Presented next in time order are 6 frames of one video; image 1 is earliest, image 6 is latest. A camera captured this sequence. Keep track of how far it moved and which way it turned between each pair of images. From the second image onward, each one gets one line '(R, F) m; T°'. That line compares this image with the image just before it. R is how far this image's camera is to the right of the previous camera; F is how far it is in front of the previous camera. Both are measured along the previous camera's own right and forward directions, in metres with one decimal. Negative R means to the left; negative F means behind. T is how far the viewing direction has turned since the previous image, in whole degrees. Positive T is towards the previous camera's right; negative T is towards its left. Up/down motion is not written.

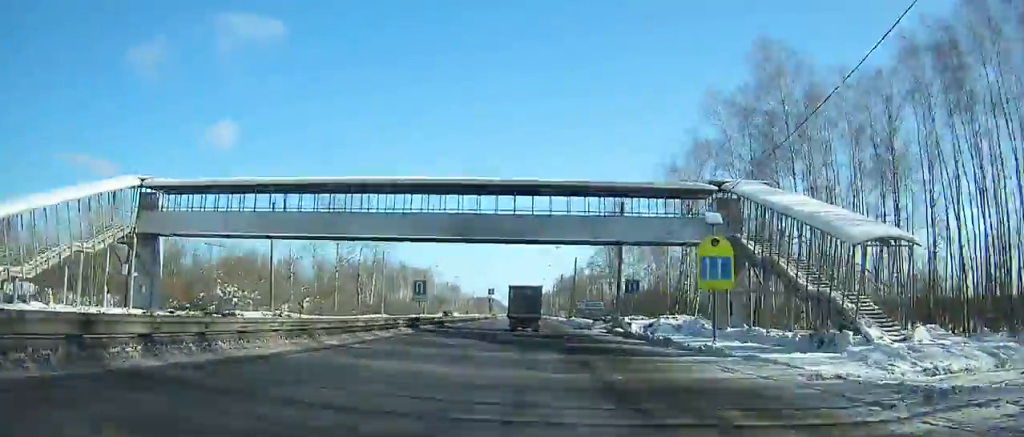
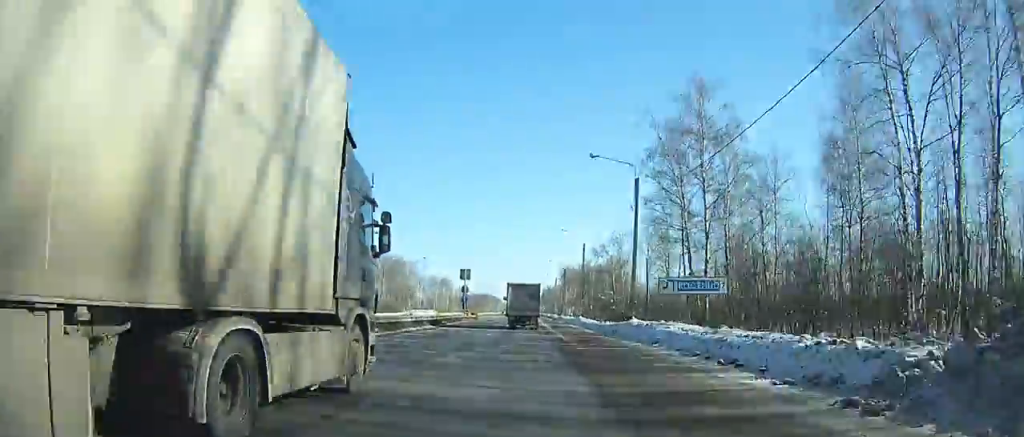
(+0.1, +44.0) m; 0°
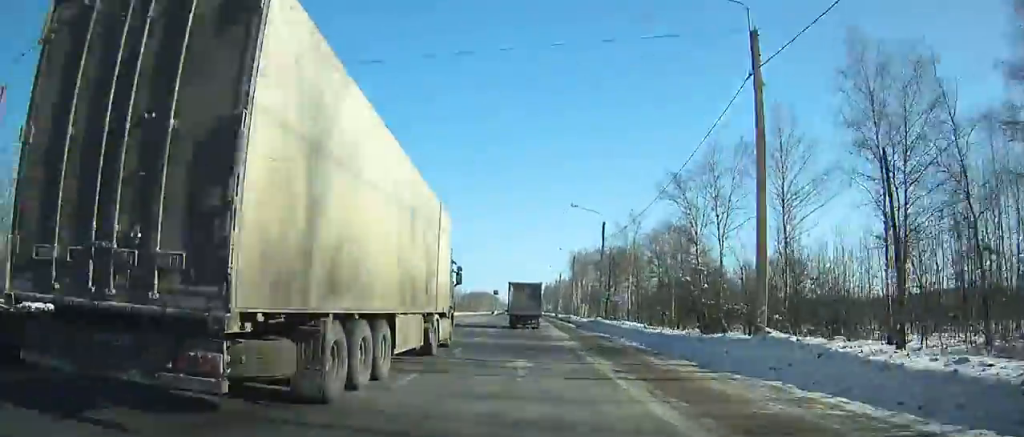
(-0.3, +51.6) m; 0°
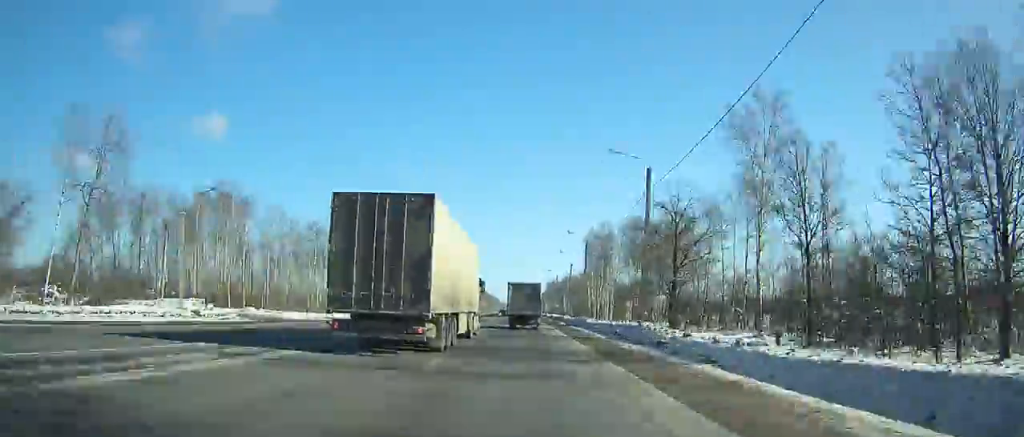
(+0.2, +48.1) m; 0°
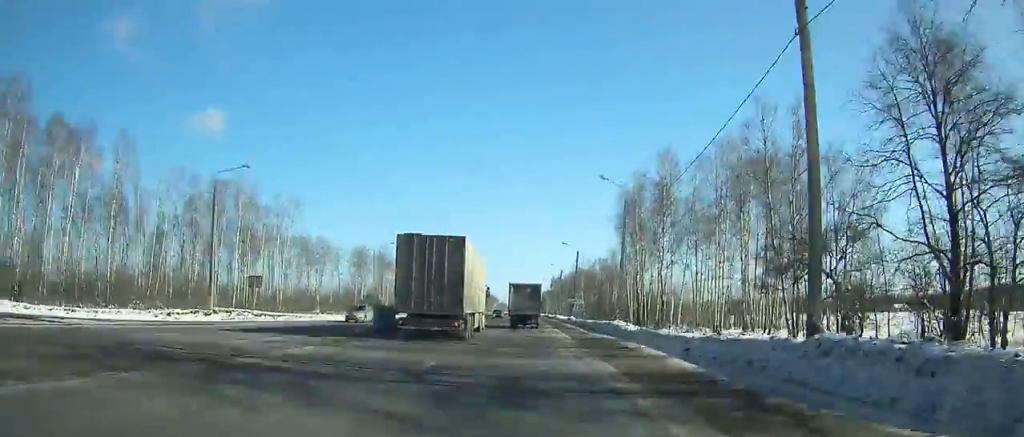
(-0.2, +50.3) m; 0°
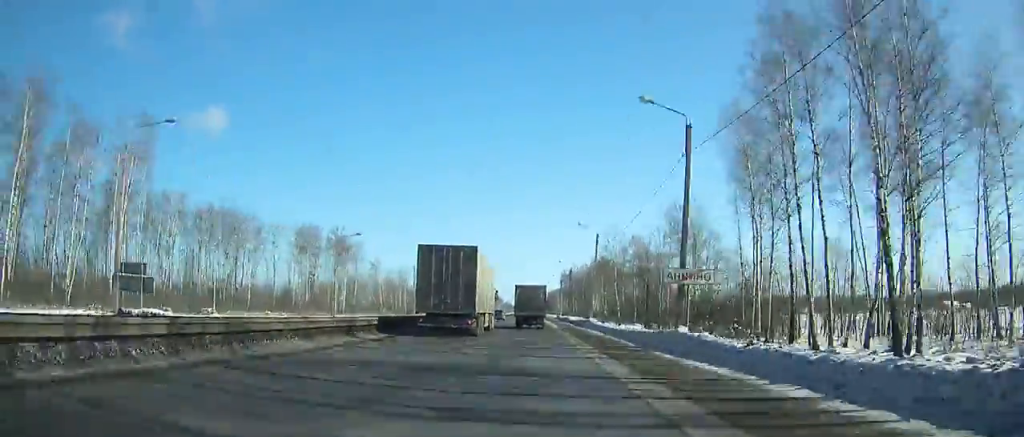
(-0.1, +50.7) m; 0°
